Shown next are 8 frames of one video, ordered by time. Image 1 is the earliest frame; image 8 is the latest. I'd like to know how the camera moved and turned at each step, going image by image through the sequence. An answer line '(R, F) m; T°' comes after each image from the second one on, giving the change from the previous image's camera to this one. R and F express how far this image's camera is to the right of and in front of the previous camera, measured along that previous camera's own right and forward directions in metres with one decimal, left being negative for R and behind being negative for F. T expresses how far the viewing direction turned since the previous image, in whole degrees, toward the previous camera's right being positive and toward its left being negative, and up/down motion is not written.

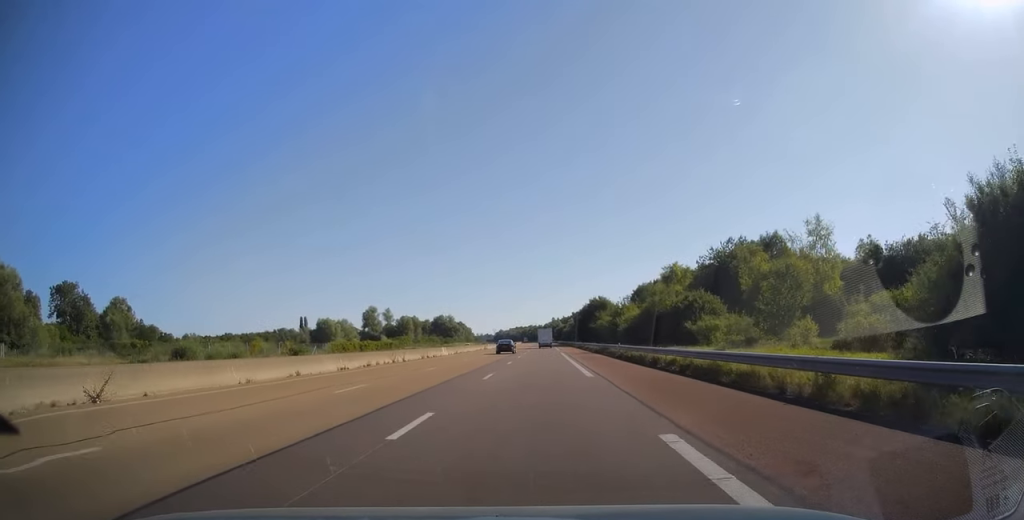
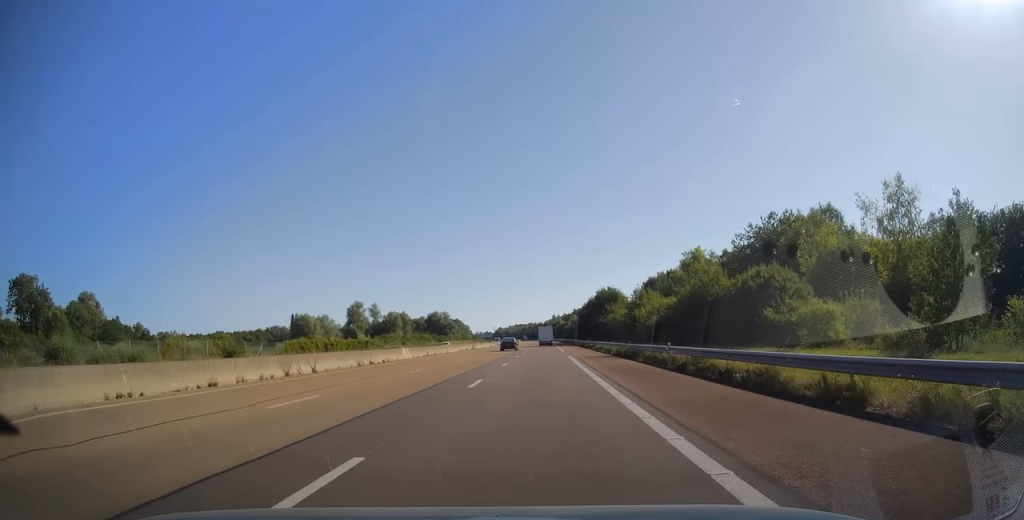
(0.0, +17.5) m; 0°
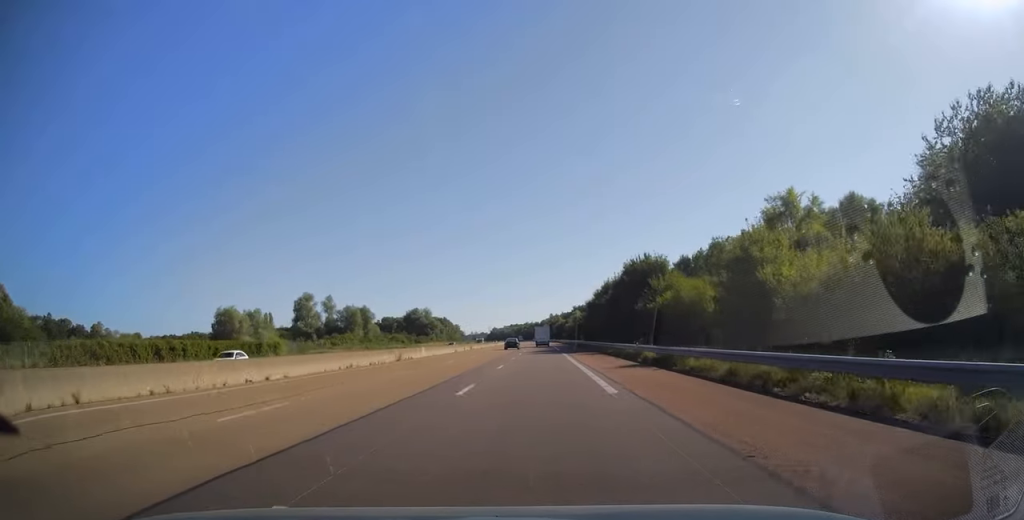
(-0.3, +41.2) m; 0°
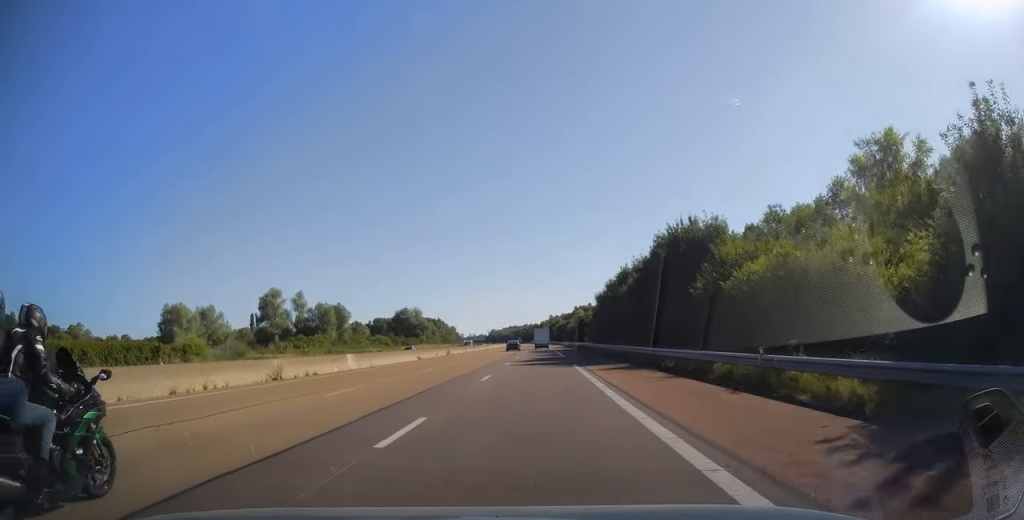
(+0.2, +20.1) m; +1°
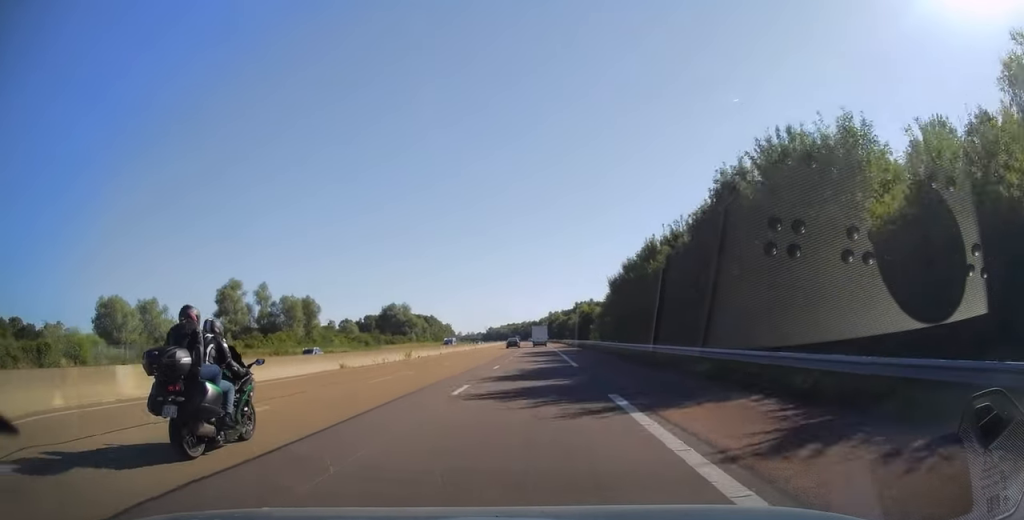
(+0.1, +19.0) m; 0°
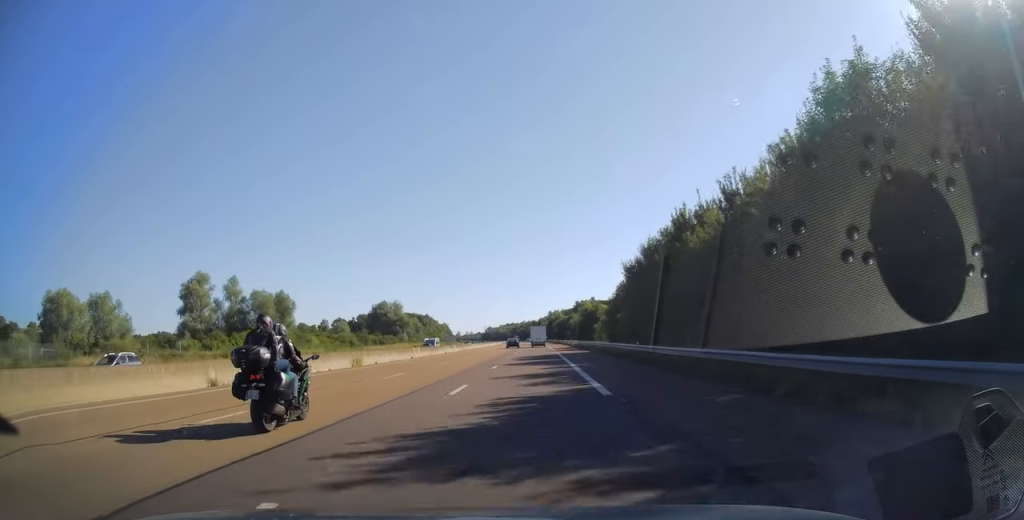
(0.0, +12.8) m; 0°
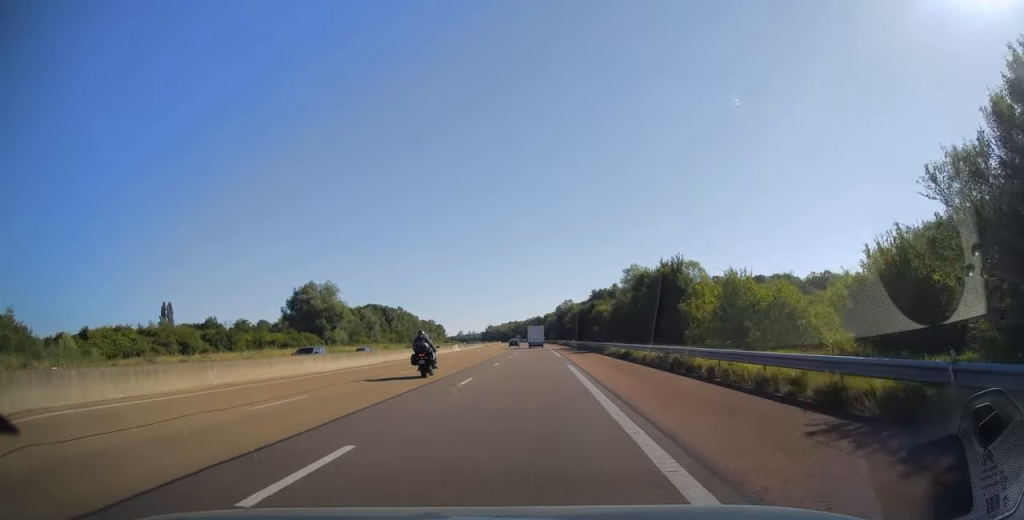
(-0.3, +75.0) m; -1°
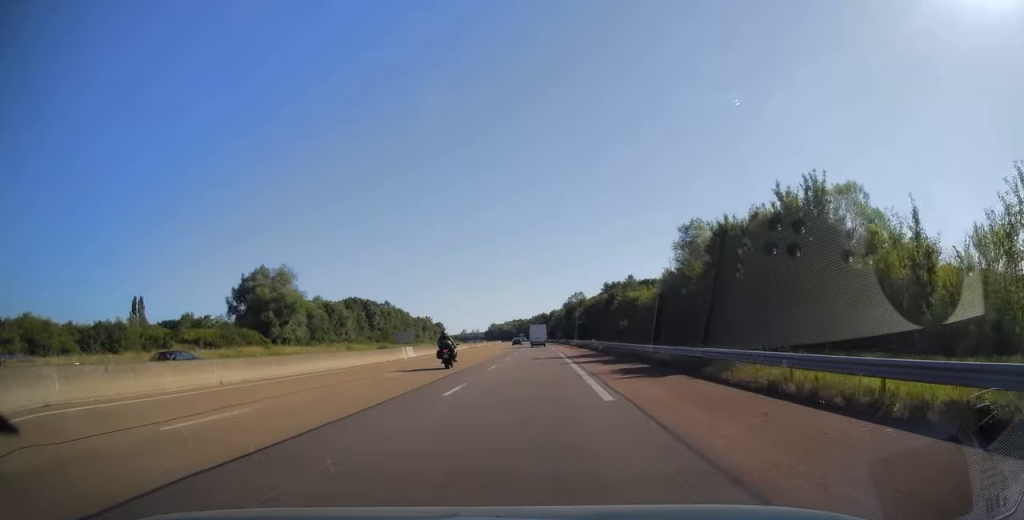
(-0.2, +29.4) m; 0°
